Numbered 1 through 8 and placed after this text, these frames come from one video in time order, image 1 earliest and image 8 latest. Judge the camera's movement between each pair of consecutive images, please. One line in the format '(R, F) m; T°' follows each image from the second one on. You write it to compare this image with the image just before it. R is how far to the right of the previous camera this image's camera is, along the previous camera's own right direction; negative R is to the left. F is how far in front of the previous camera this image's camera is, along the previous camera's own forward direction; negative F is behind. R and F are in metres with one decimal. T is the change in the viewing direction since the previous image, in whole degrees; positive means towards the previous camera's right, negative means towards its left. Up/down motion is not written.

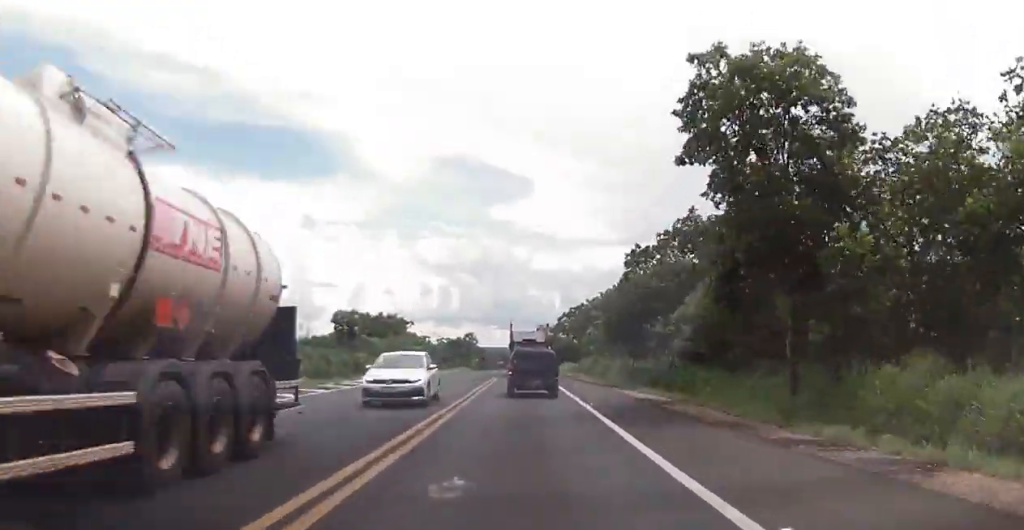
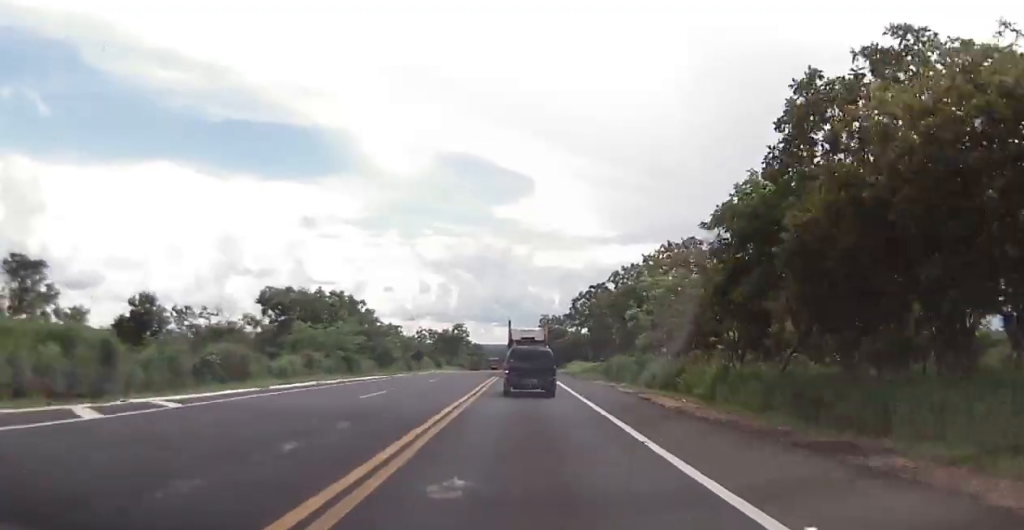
(+0.1, +28.8) m; -1°
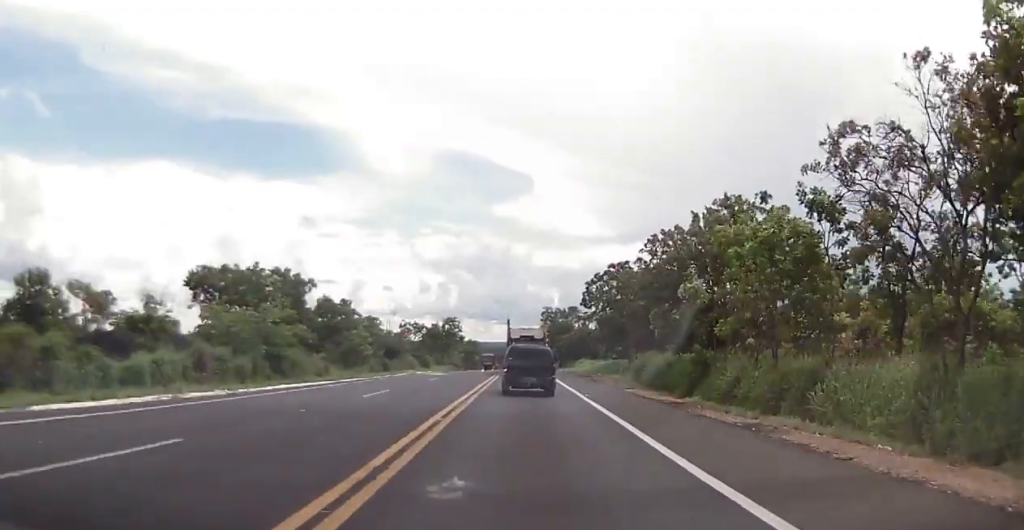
(-0.1, +16.1) m; 0°
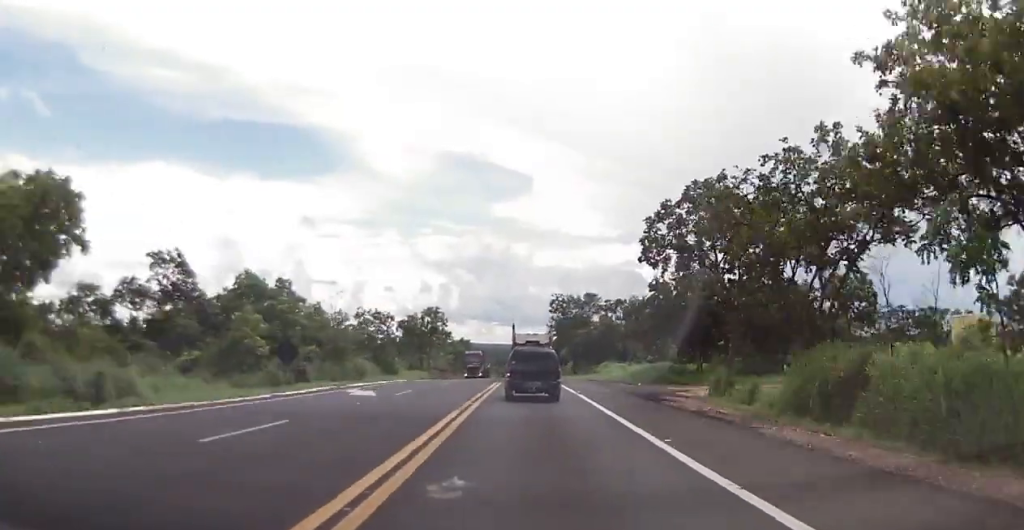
(+0.2, +28.4) m; +1°
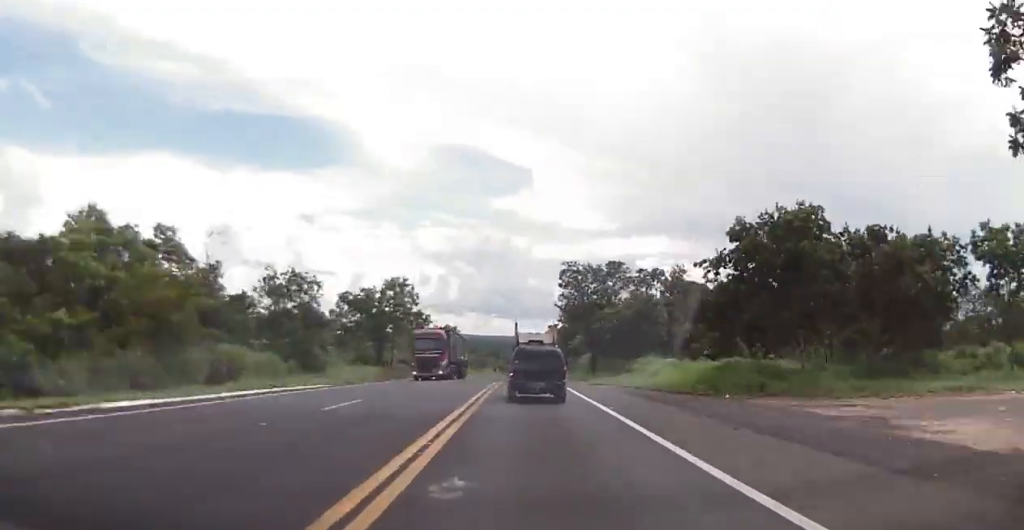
(0.0, +27.0) m; -1°
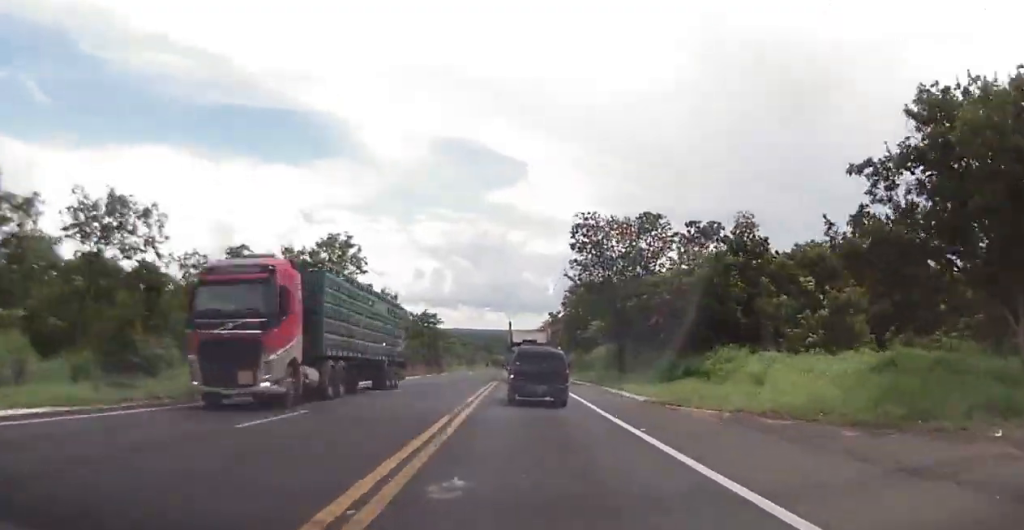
(-0.2, +22.1) m; -1°
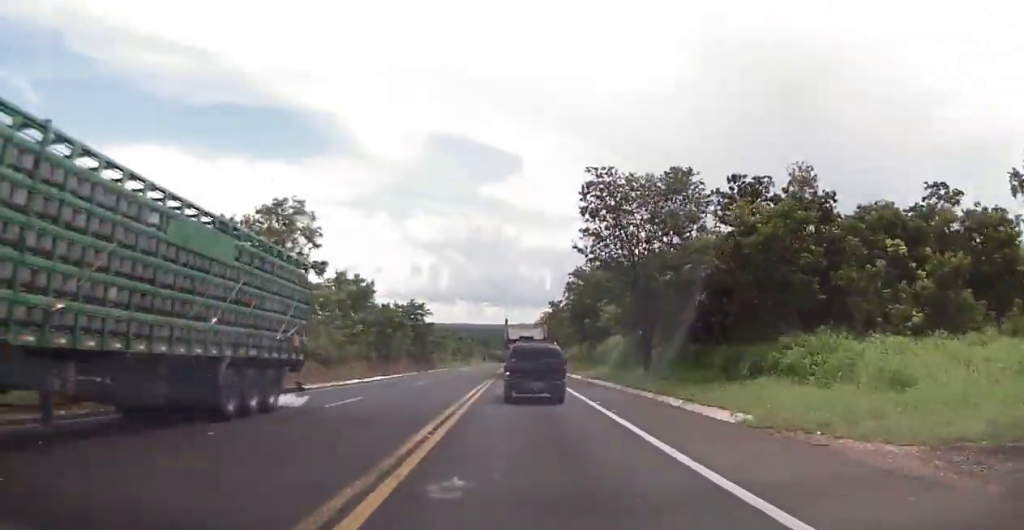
(0.0, +10.6) m; 0°
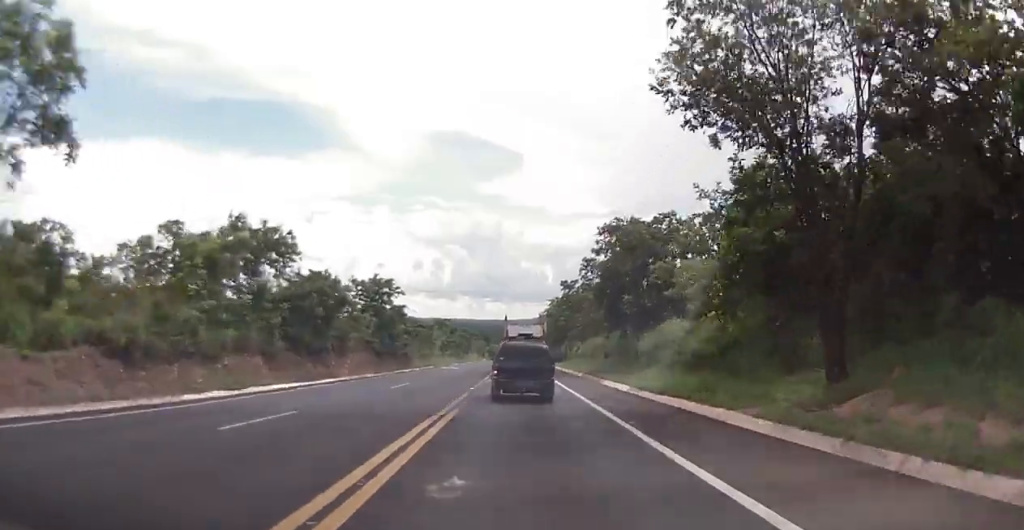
(-0.1, +23.6) m; 0°
